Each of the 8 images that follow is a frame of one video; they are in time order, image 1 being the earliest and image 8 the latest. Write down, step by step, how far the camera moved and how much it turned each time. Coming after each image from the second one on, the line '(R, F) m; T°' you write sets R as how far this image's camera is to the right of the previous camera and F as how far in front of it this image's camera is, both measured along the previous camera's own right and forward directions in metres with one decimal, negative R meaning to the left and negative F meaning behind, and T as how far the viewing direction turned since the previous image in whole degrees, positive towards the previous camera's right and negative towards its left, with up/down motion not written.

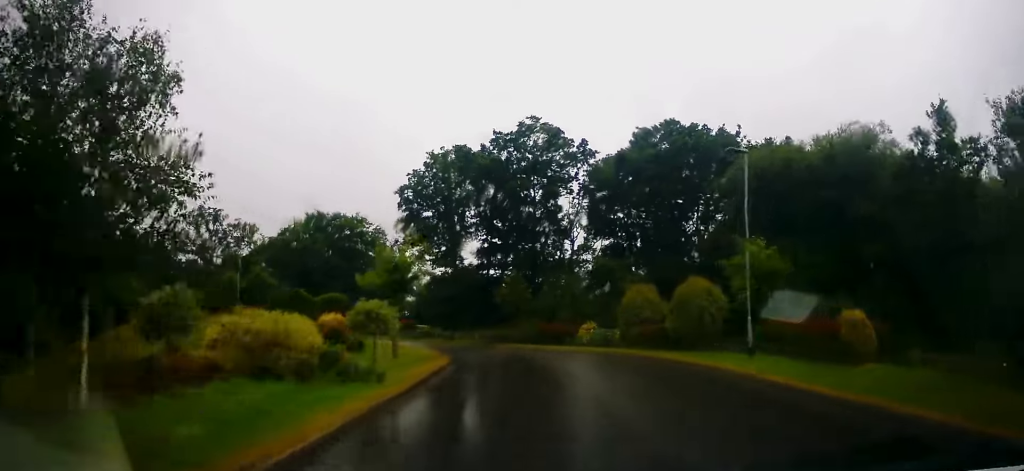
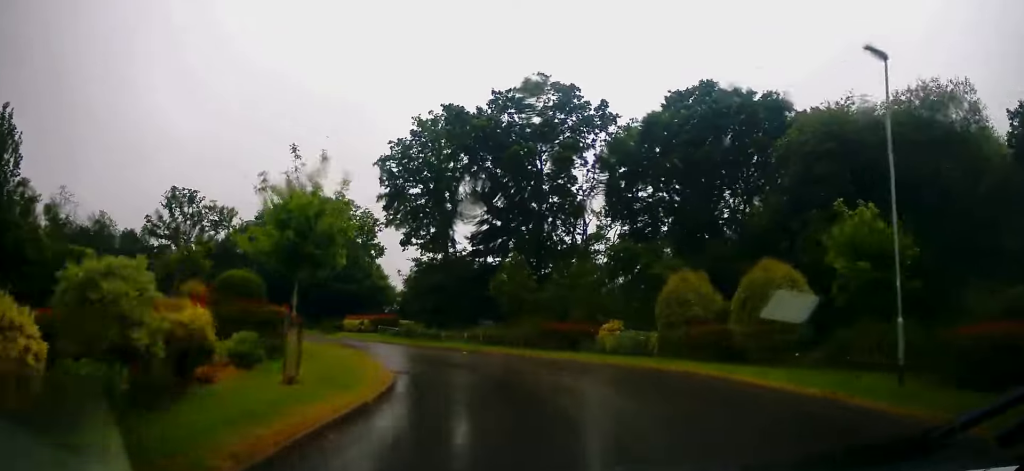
(+0.4, +7.6) m; 0°
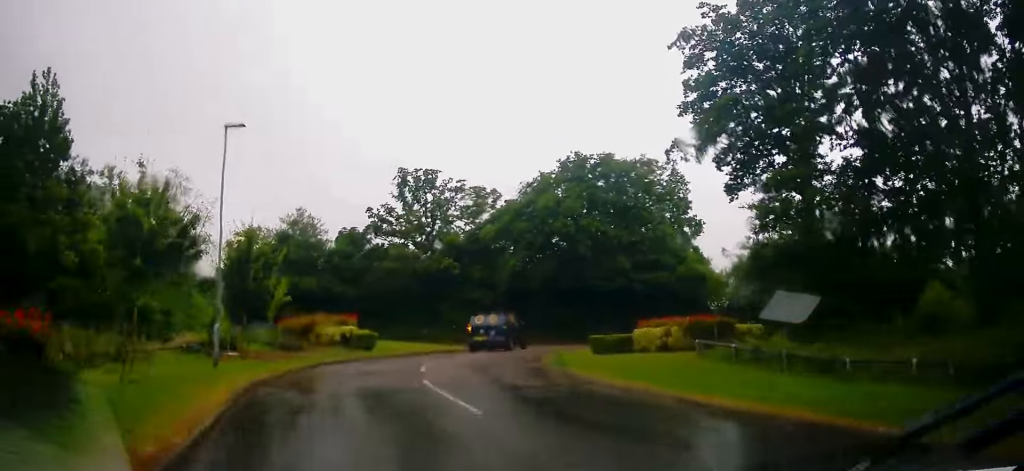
(-4.2, +19.3) m; -34°
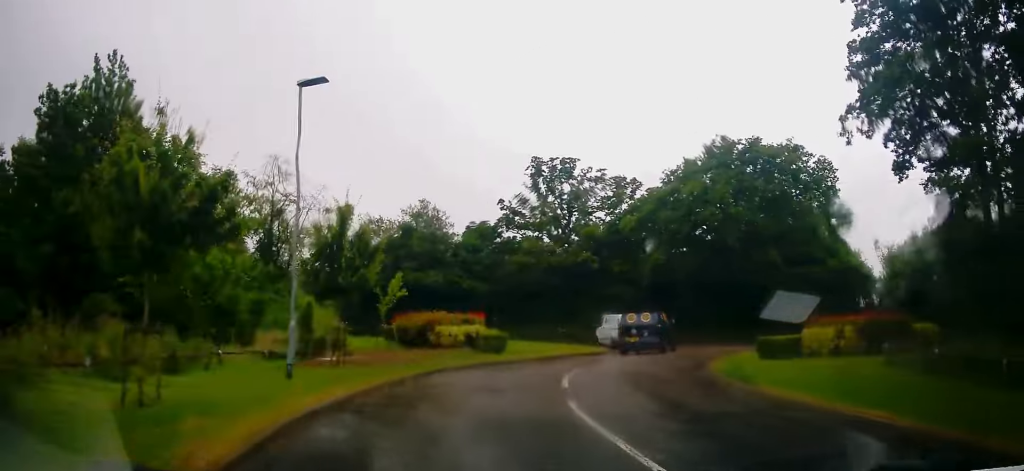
(-0.5, +3.6) m; -9°
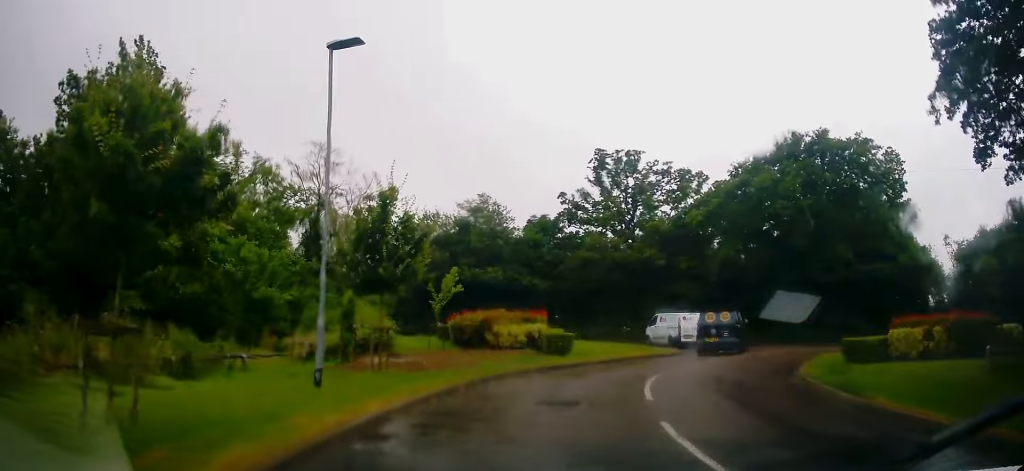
(-0.1, +2.1) m; -5°
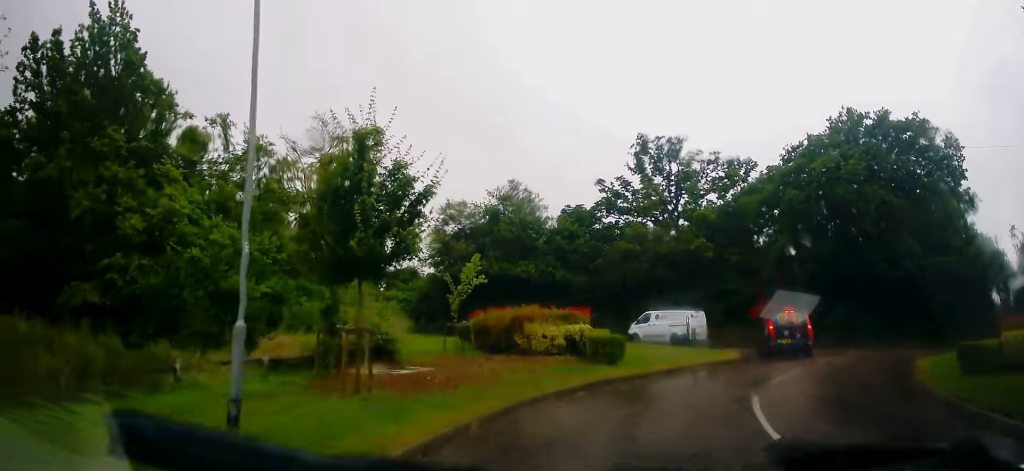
(-0.1, +4.2) m; -1°
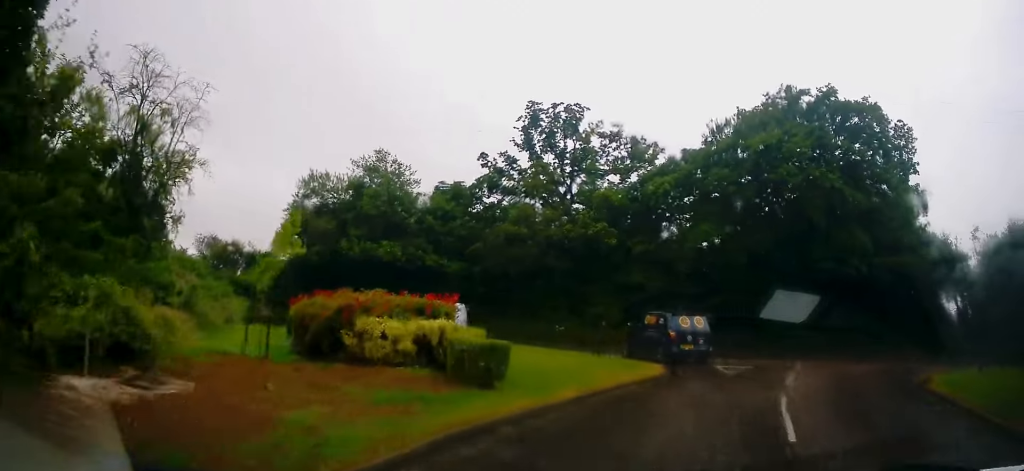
(+0.4, +5.7) m; +10°
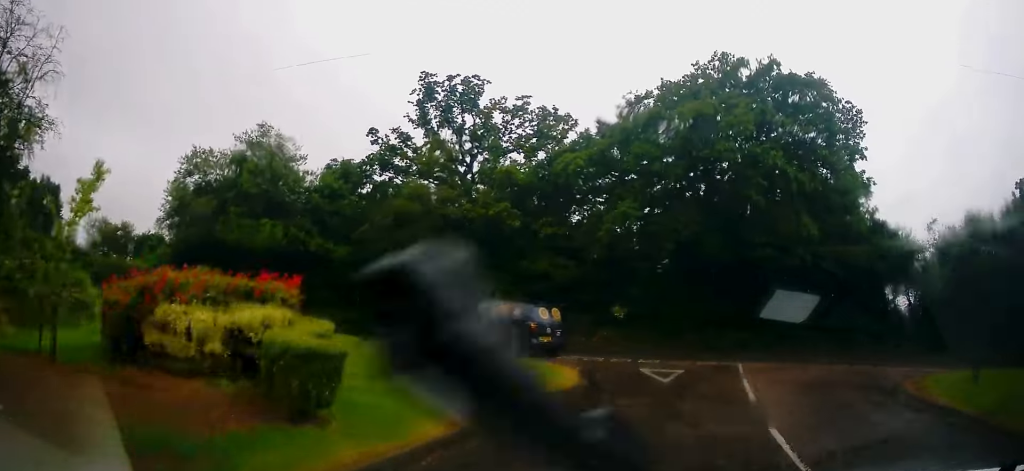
(+0.3, +3.5) m; +5°
